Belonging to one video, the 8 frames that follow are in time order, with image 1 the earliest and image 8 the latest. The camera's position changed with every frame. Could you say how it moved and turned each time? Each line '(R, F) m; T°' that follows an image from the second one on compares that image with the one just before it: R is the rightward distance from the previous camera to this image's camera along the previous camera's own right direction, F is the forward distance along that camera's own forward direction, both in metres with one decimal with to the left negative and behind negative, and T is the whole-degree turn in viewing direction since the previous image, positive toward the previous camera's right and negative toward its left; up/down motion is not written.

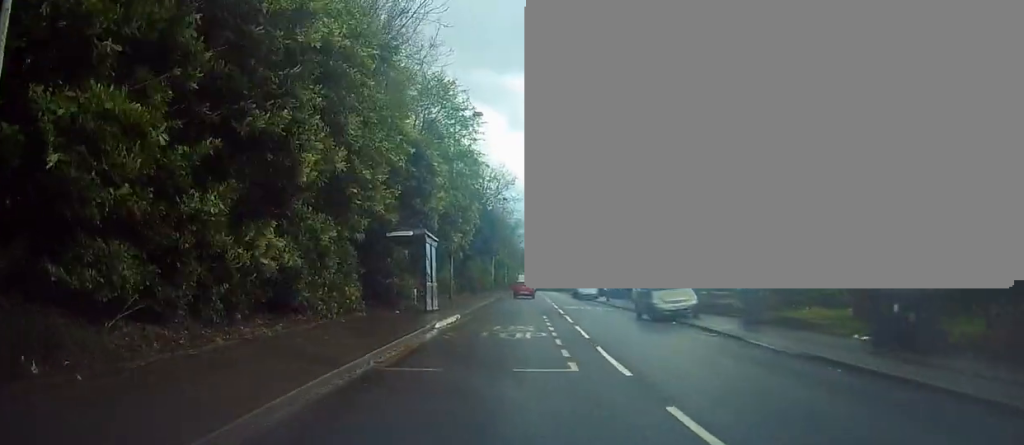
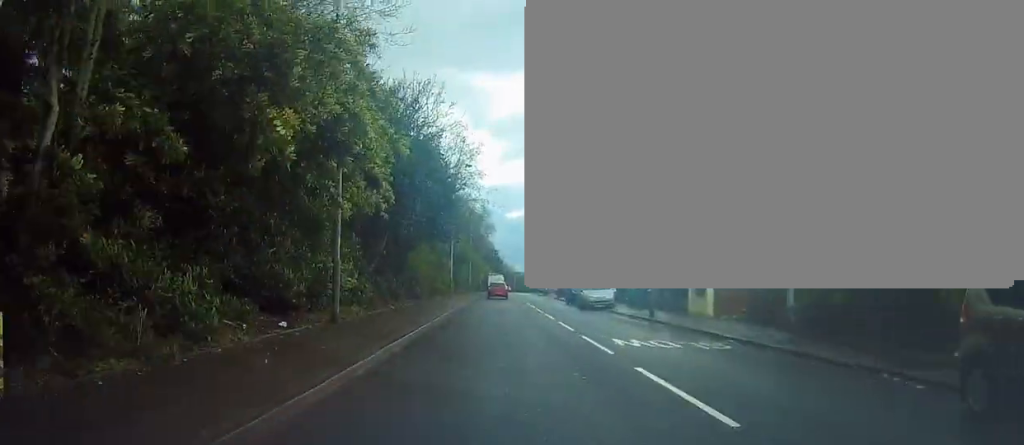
(+1.1, +20.9) m; +6°
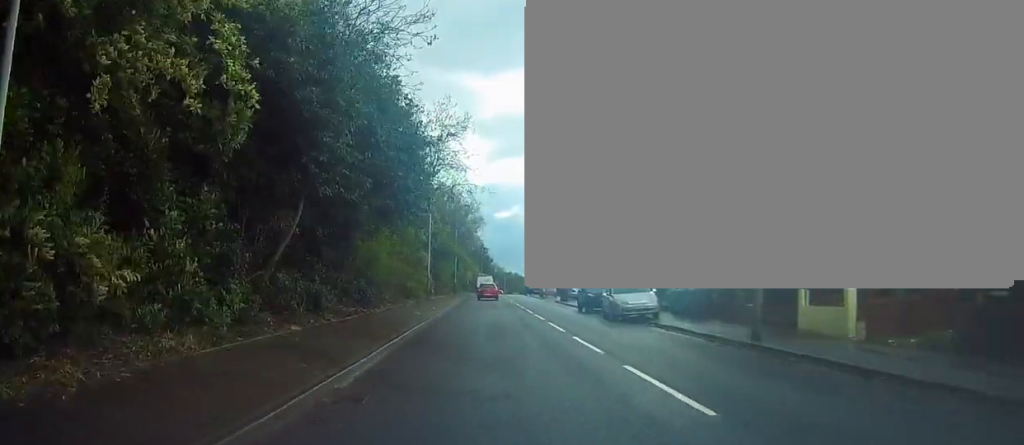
(0.0, +11.5) m; 0°
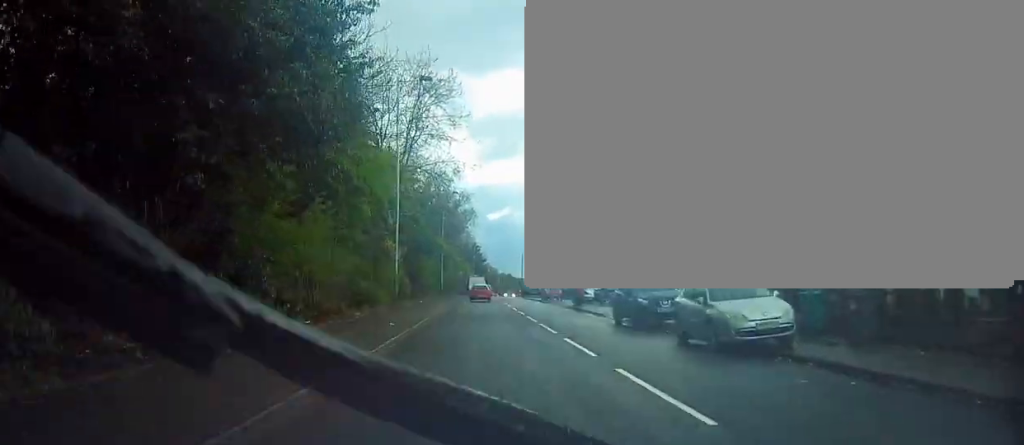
(0.0, +12.0) m; 0°
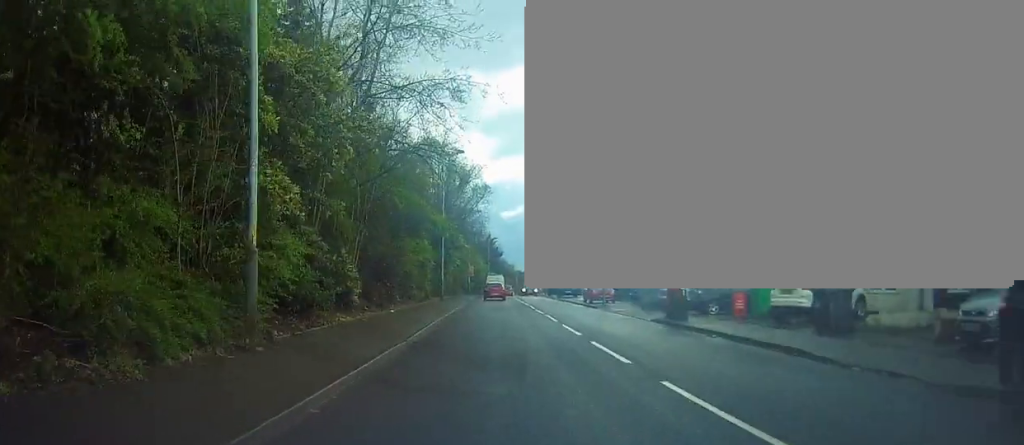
(0.0, +19.1) m; 0°
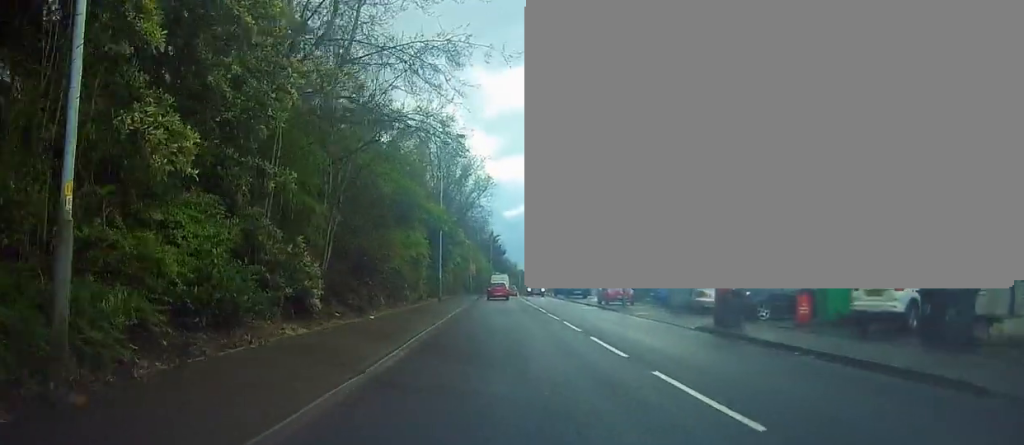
(0.0, +4.9) m; 0°
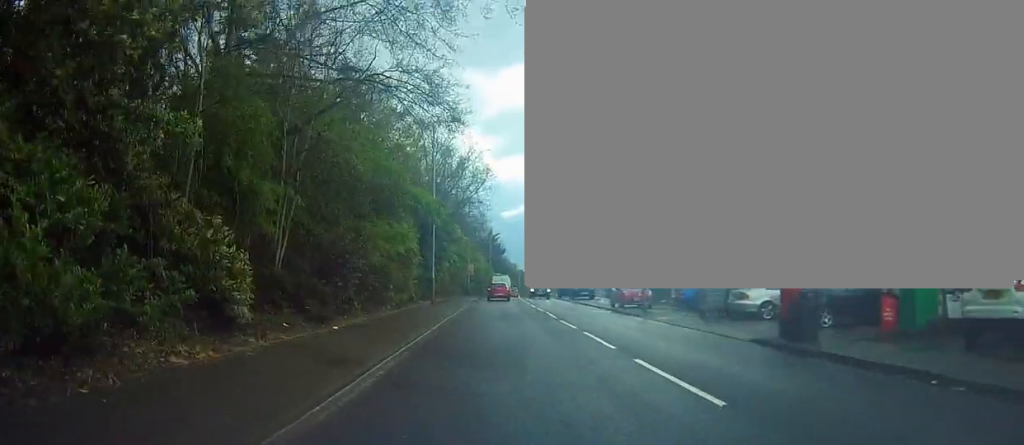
(0.0, +4.6) m; 0°
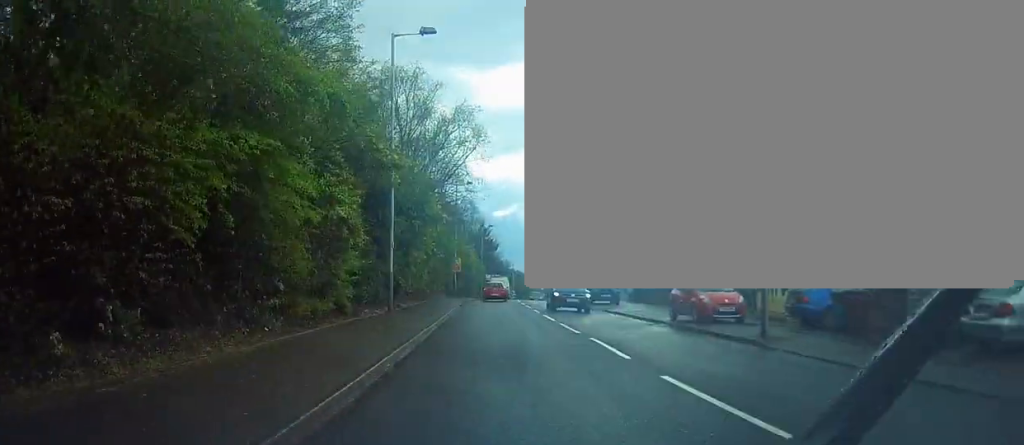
(0.0, +13.5) m; -1°
